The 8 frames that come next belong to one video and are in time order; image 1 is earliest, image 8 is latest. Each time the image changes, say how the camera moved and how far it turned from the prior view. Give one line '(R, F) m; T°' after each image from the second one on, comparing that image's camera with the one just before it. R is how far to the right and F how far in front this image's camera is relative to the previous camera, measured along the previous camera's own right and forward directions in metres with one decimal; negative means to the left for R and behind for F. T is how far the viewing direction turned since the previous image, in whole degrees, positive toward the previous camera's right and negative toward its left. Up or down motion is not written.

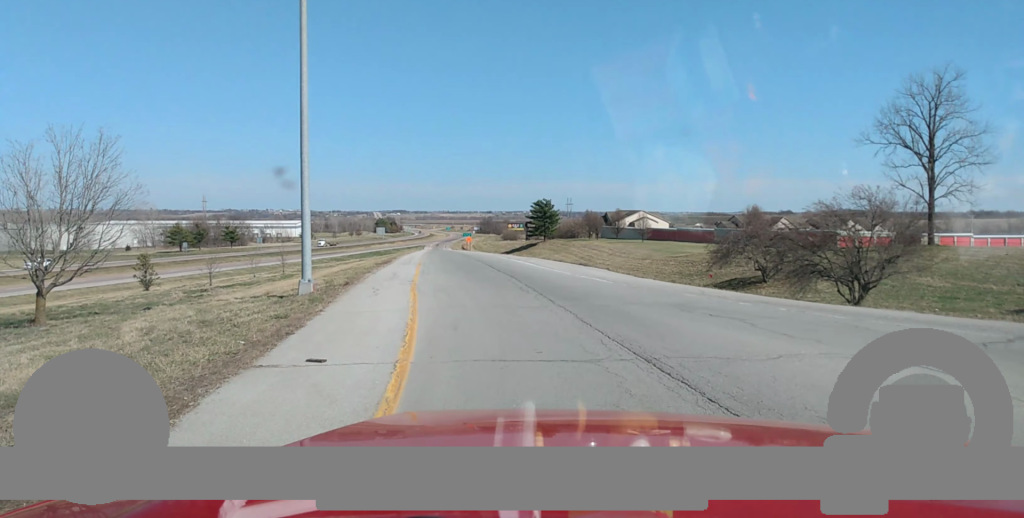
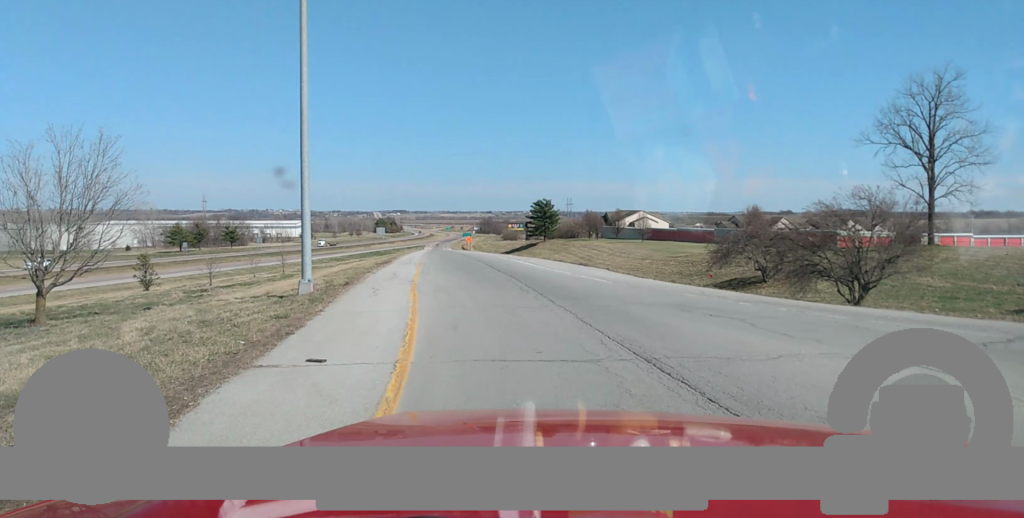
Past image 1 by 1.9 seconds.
(0.0, 0.0) m; 0°
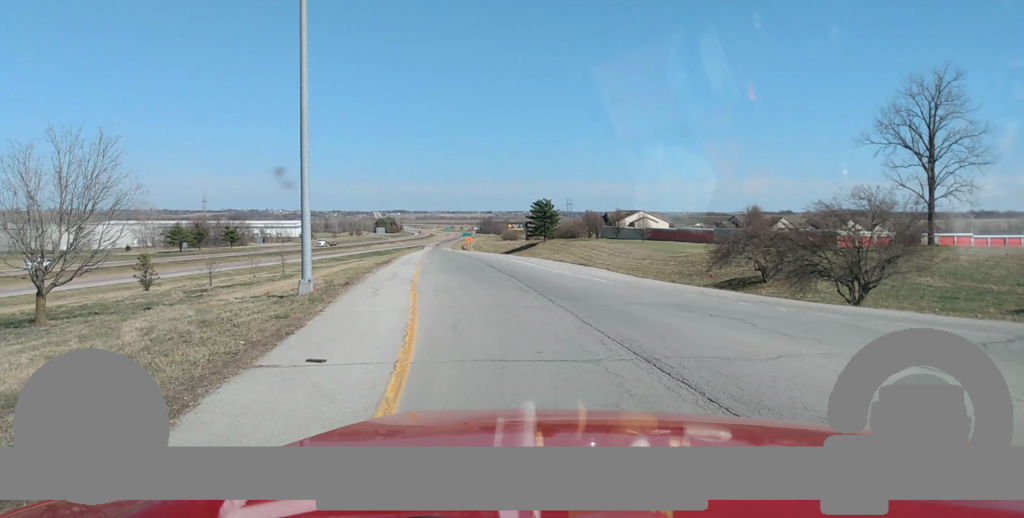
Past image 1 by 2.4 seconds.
(0.0, 0.0) m; 0°
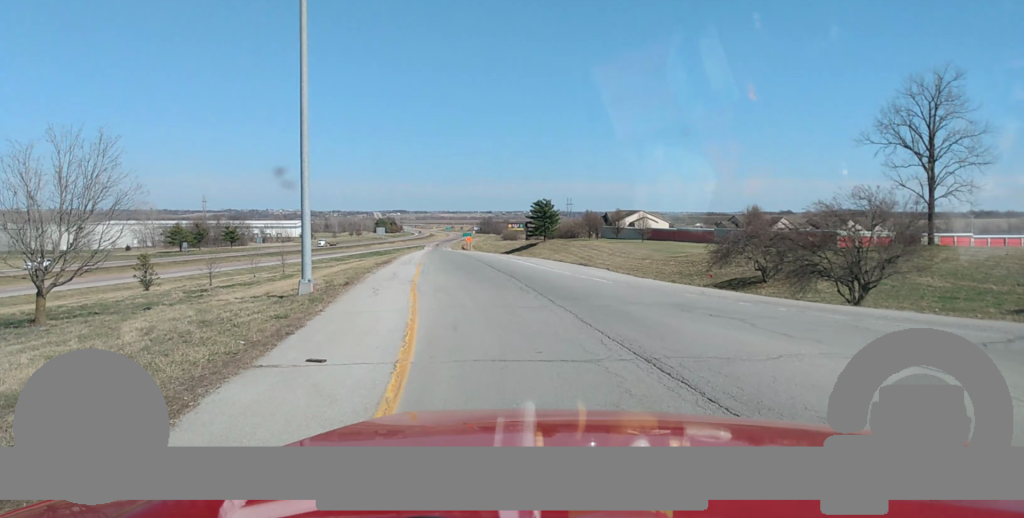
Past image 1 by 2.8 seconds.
(0.0, 0.0) m; 0°
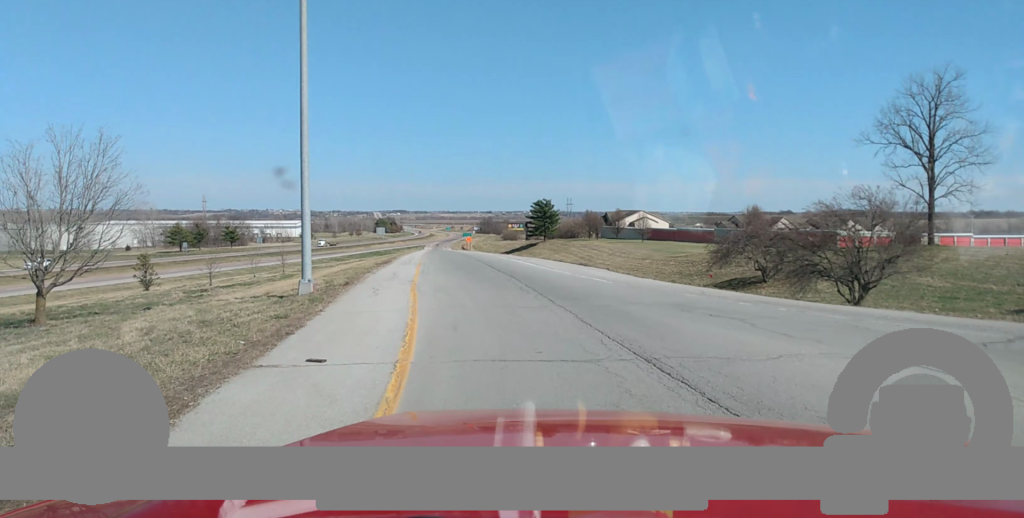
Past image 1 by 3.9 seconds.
(0.0, 0.0) m; 0°
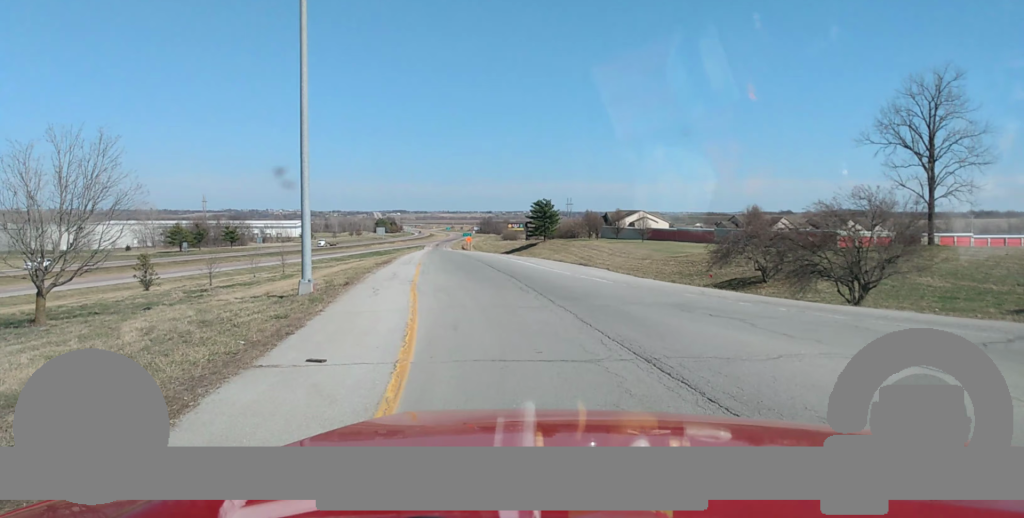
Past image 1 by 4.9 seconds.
(0.0, 0.0) m; 0°
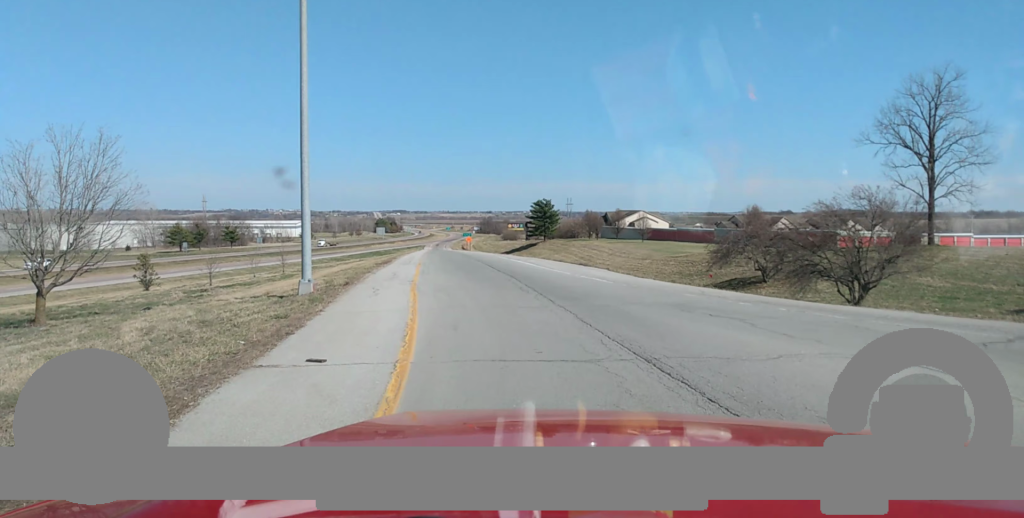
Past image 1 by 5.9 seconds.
(0.0, 0.0) m; 0°
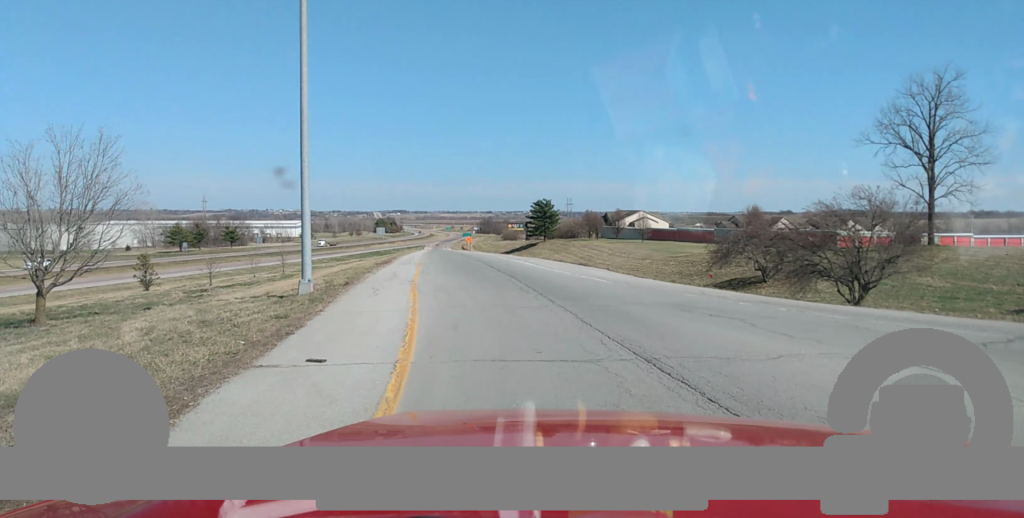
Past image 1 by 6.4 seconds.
(0.0, 0.0) m; 0°
